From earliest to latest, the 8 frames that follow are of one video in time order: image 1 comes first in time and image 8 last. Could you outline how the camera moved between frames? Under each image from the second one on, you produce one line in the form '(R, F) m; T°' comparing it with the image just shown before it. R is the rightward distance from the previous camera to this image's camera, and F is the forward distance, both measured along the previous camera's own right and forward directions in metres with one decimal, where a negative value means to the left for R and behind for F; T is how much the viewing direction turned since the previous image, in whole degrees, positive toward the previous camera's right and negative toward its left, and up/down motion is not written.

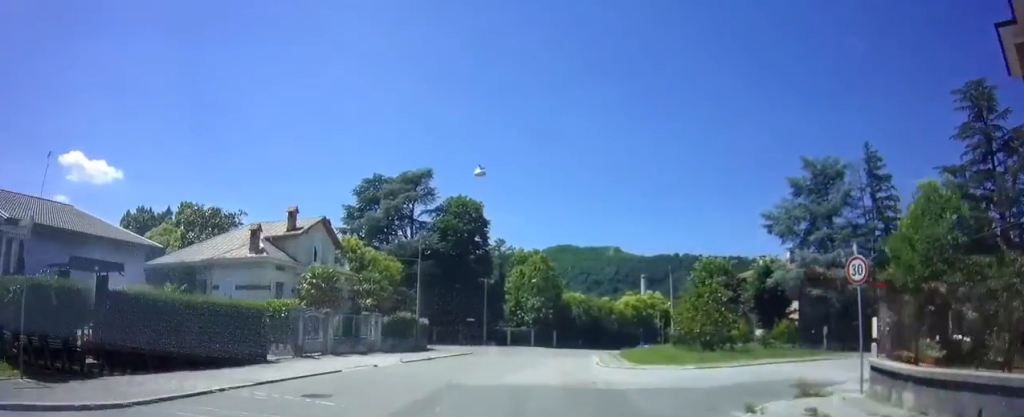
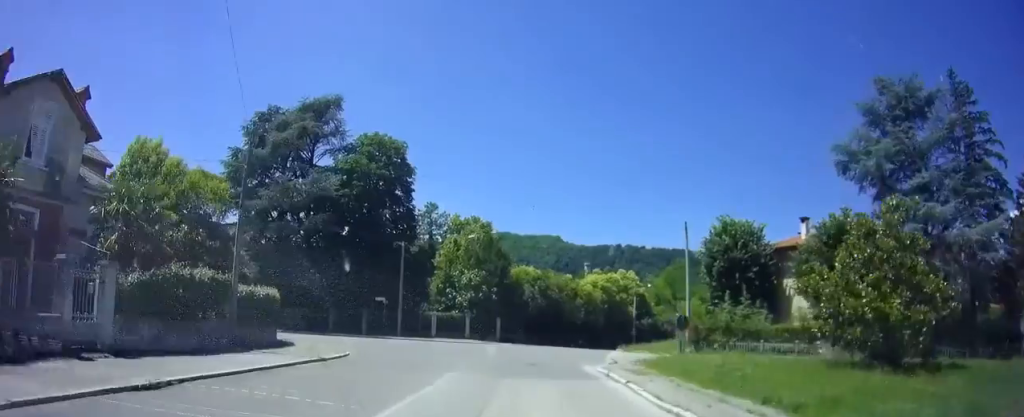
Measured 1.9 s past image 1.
(+1.8, +19.3) m; +9°
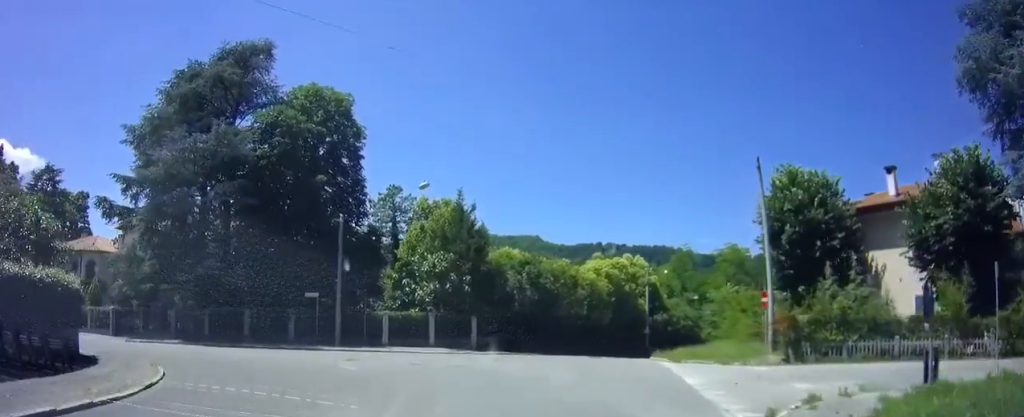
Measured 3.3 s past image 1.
(+0.4, +12.7) m; +1°
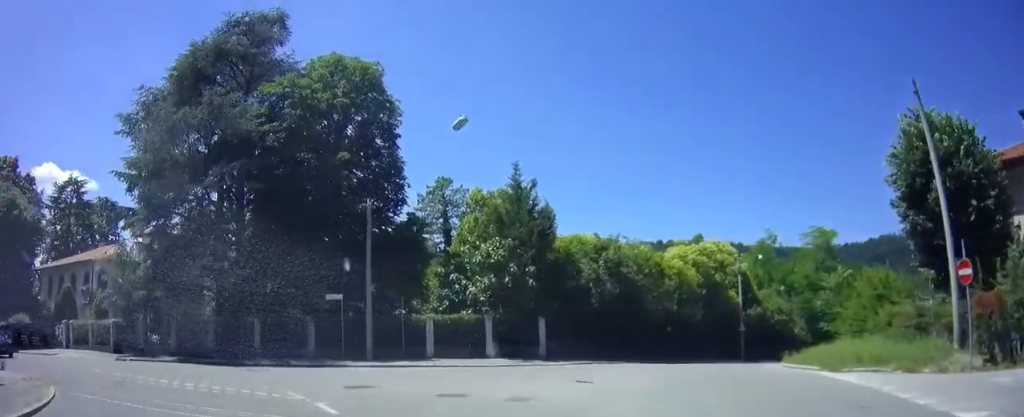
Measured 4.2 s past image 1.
(0.0, +6.9) m; -6°
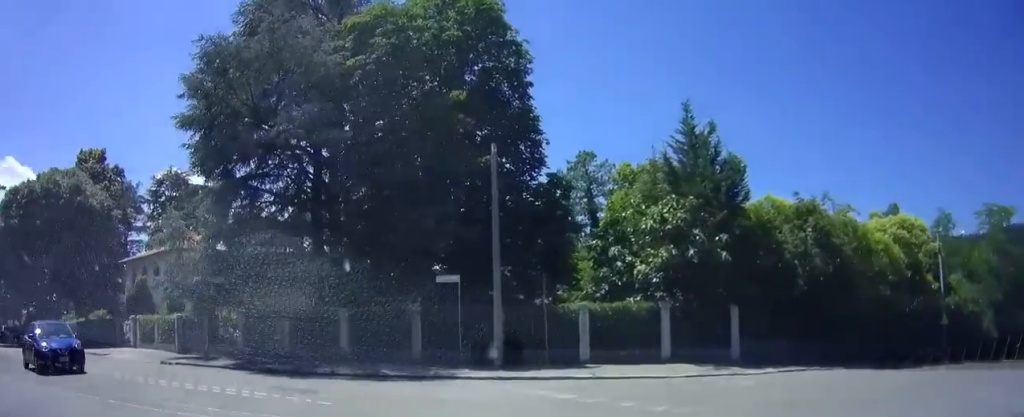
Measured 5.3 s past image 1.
(-1.0, +7.7) m; -17°
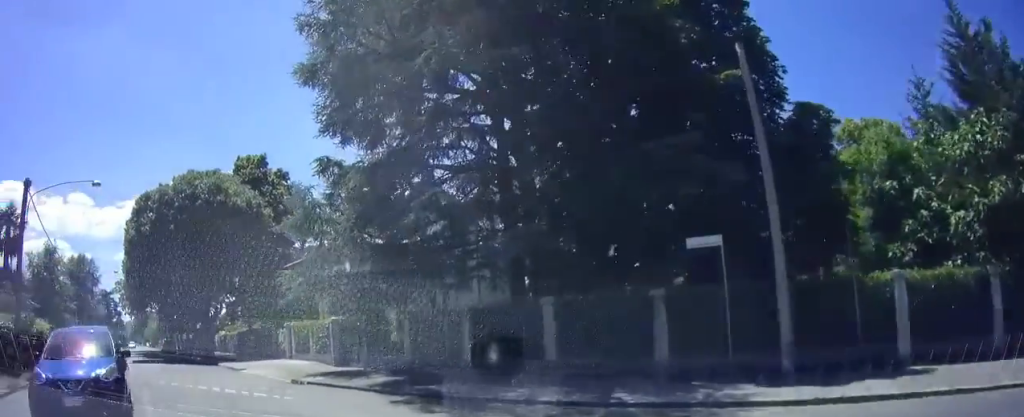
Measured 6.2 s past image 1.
(-1.0, +6.5) m; -22°
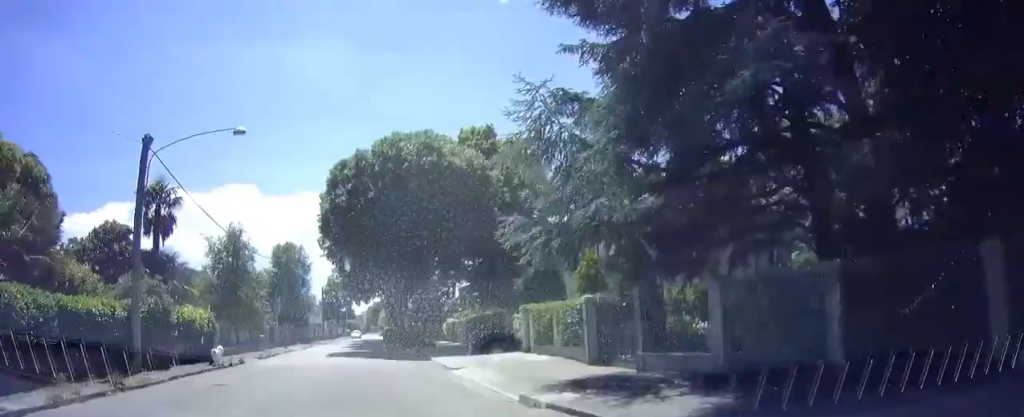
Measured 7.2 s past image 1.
(-1.6, +6.8) m; -19°
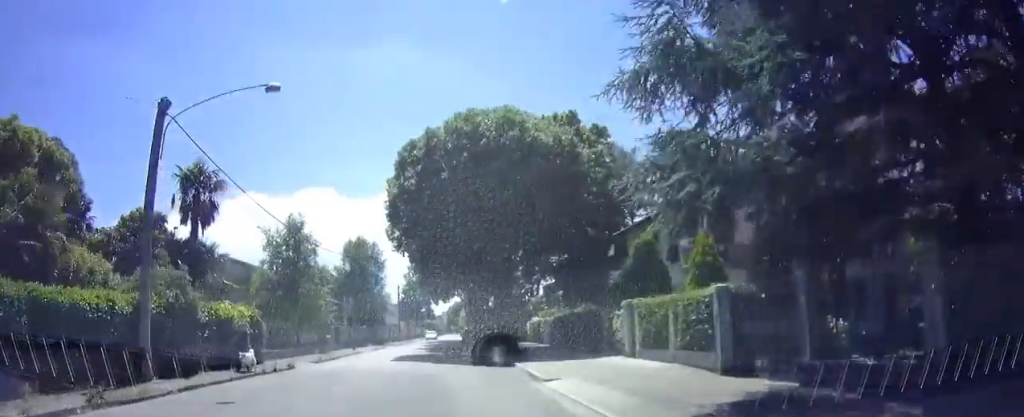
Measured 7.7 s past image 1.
(-0.2, +3.4) m; -5°
